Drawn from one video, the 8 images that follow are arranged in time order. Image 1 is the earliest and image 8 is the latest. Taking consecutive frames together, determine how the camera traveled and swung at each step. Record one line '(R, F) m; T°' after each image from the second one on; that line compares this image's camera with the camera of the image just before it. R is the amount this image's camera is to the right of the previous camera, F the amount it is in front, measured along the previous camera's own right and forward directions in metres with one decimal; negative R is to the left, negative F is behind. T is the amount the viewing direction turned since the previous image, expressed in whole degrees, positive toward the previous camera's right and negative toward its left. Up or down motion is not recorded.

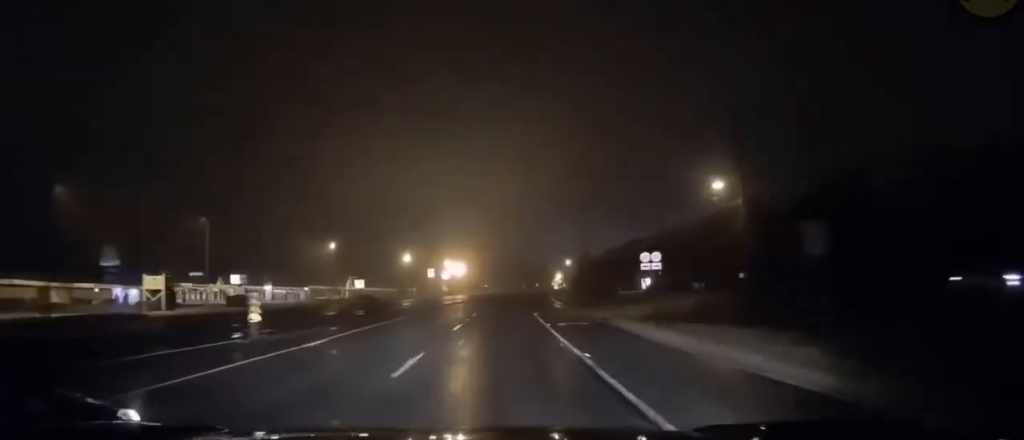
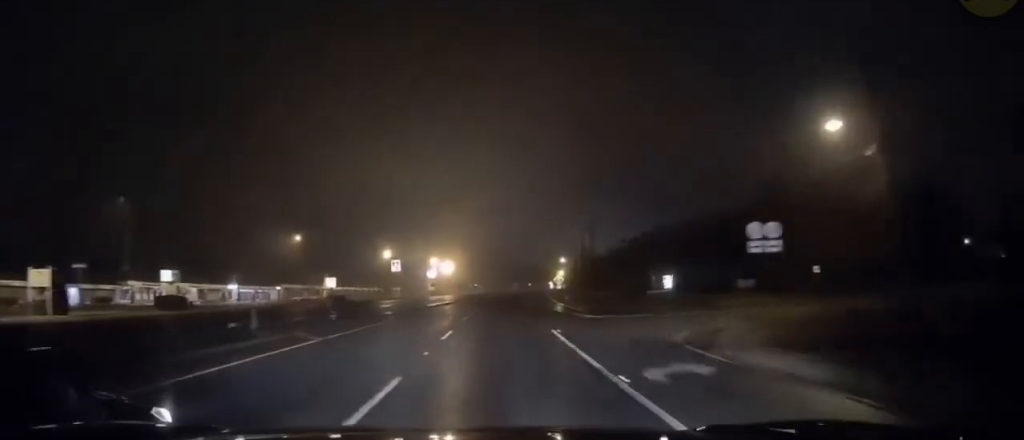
(+0.1, +16.4) m; +1°
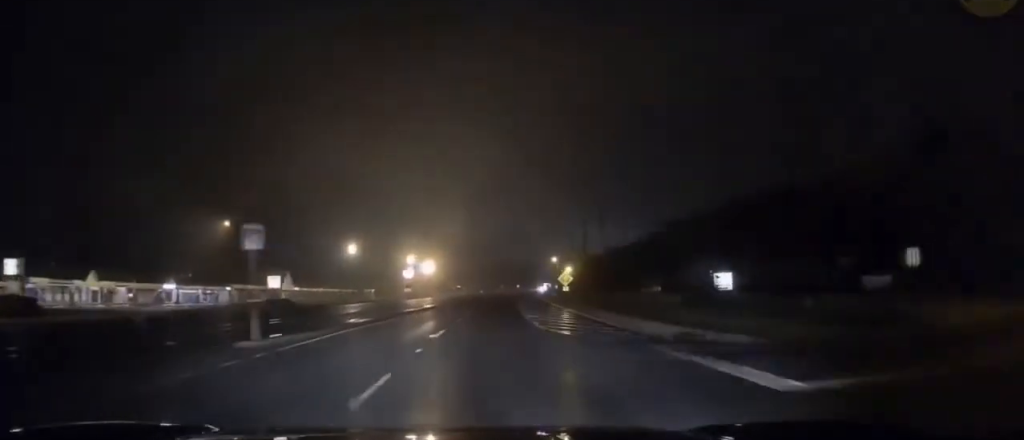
(+0.1, +23.5) m; +1°
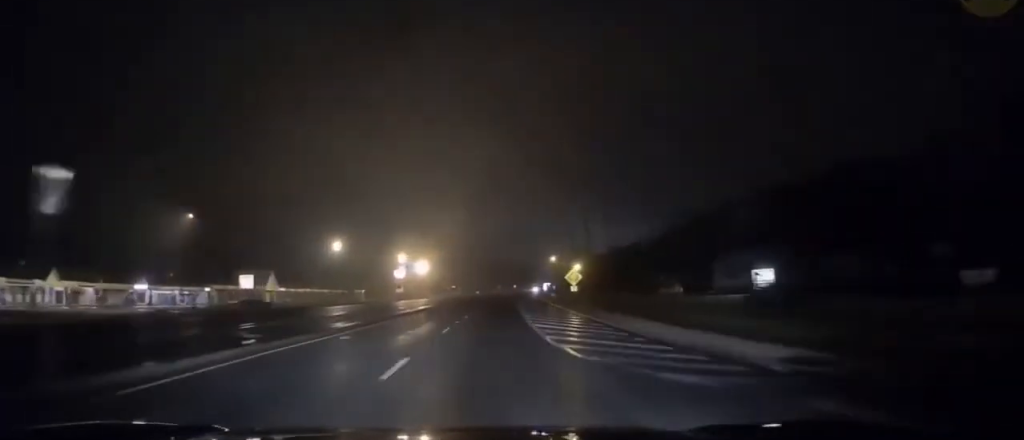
(+0.1, +9.4) m; +1°
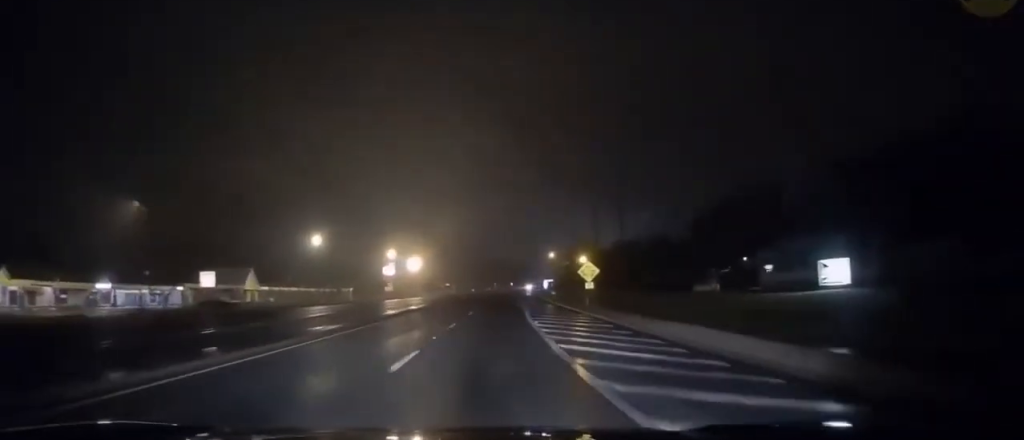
(0.0, +11.0) m; +1°
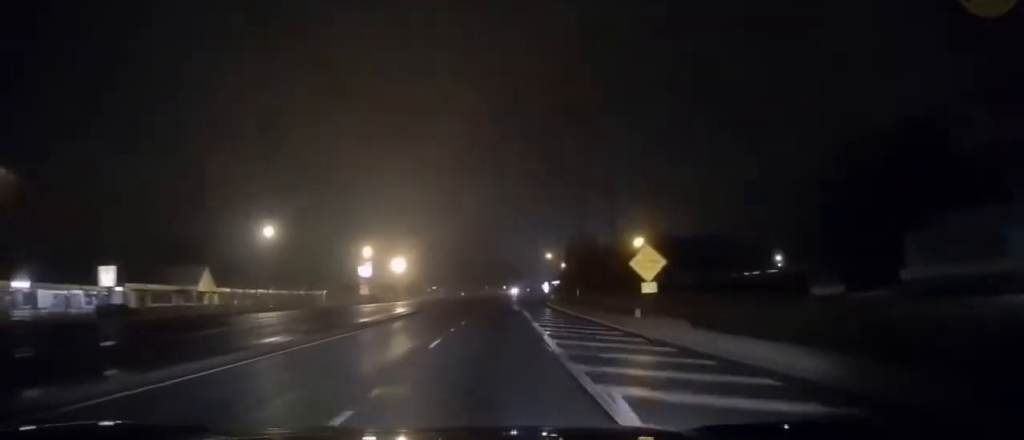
(+0.2, +19.6) m; +1°
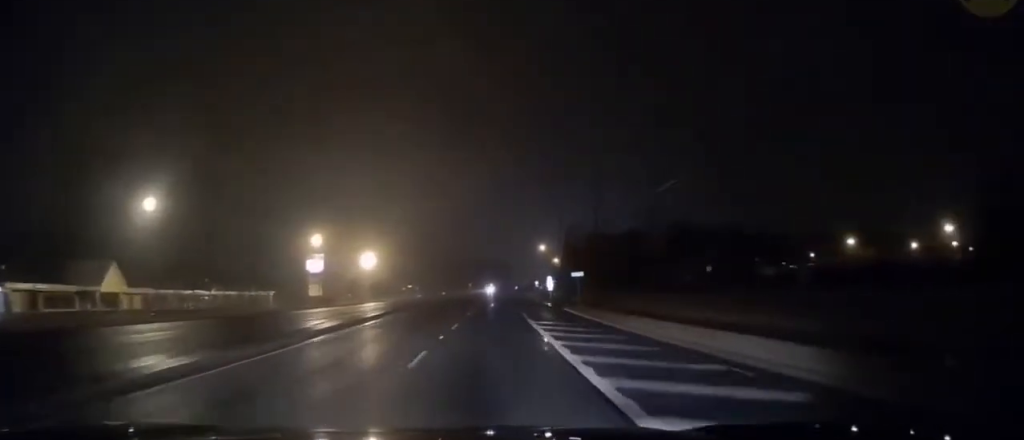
(+0.2, +29.0) m; +1°
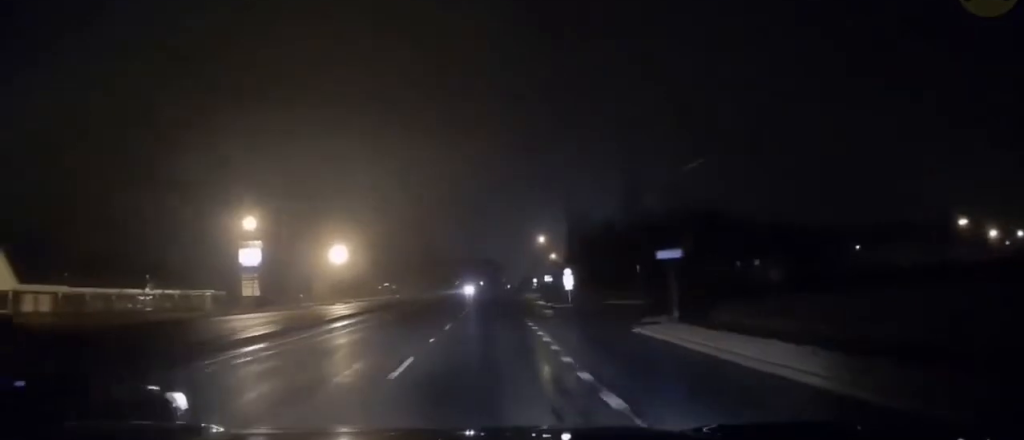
(+0.2, +25.9) m; +1°
